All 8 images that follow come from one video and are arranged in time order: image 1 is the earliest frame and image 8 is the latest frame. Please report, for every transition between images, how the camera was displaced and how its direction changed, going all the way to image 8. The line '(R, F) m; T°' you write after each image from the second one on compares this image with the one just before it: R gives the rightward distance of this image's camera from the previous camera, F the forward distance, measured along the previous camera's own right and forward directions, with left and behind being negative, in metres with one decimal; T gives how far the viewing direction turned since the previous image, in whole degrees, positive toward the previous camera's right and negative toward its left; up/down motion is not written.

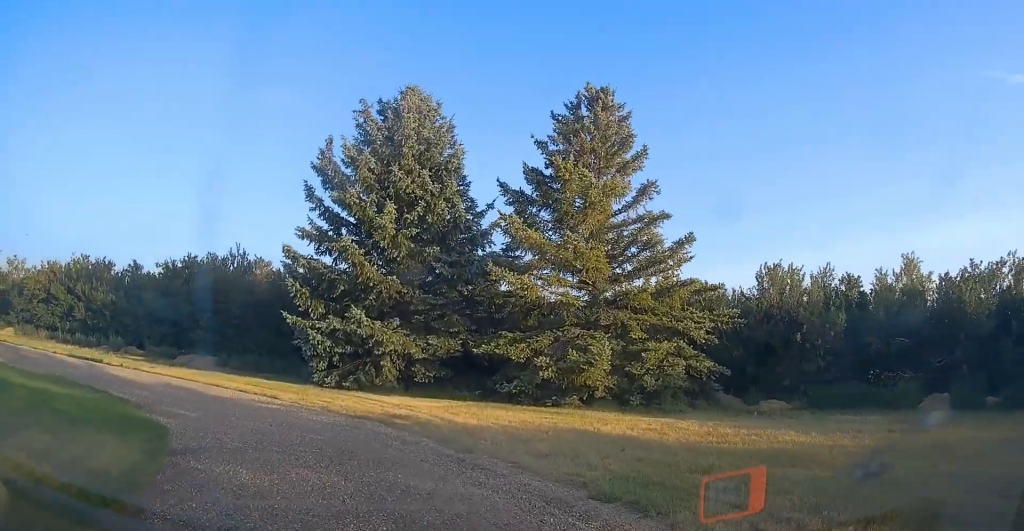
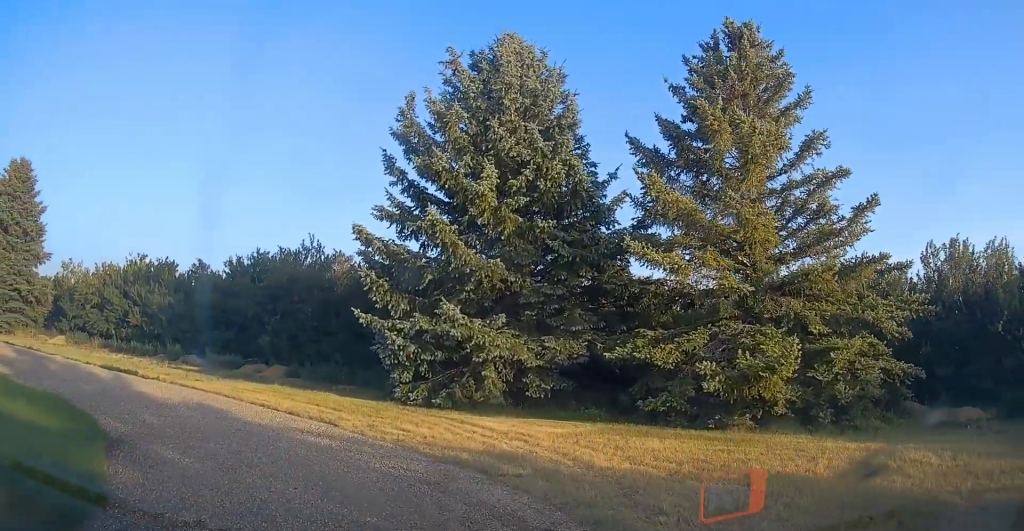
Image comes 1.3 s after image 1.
(-0.6, +4.8) m; -13°
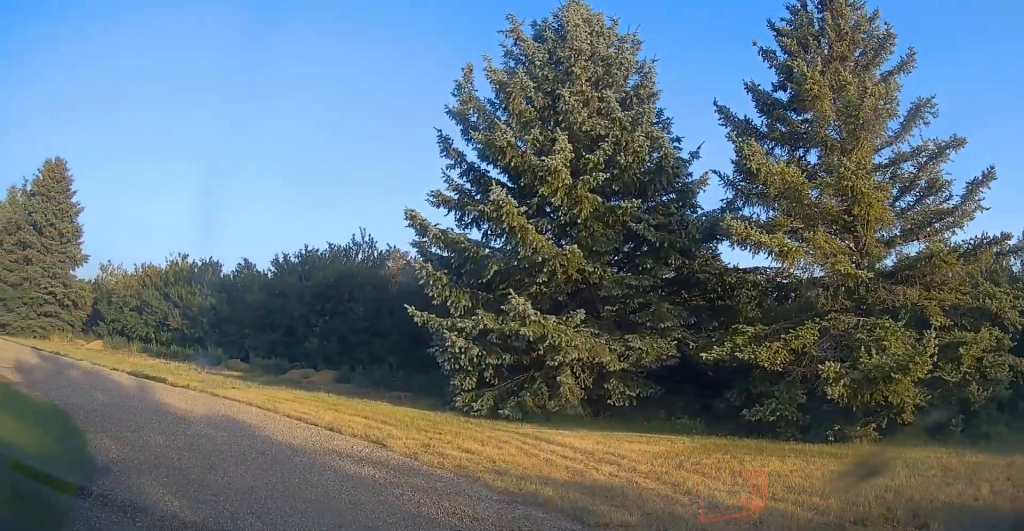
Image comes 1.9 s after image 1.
(+0.1, +2.2) m; -7°
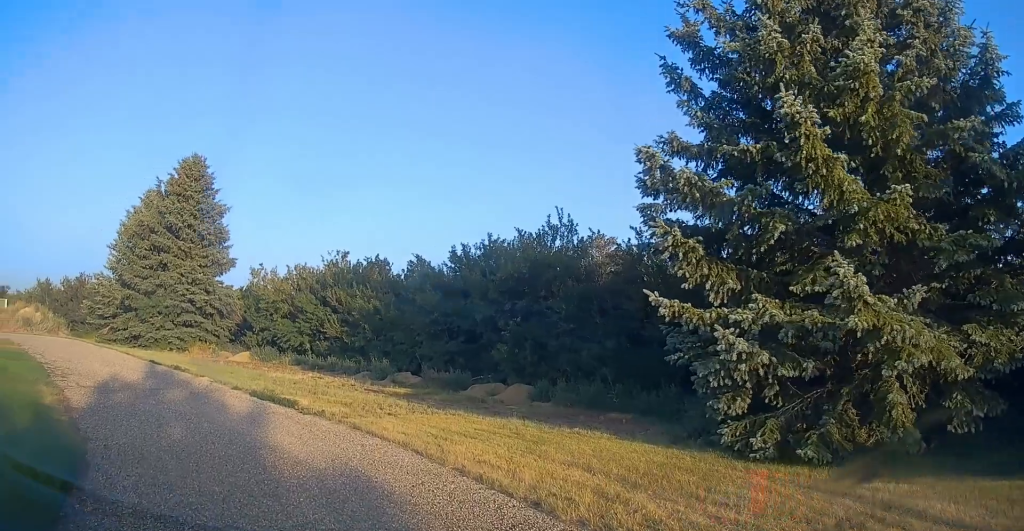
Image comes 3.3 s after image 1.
(-0.9, +5.0) m; -12°
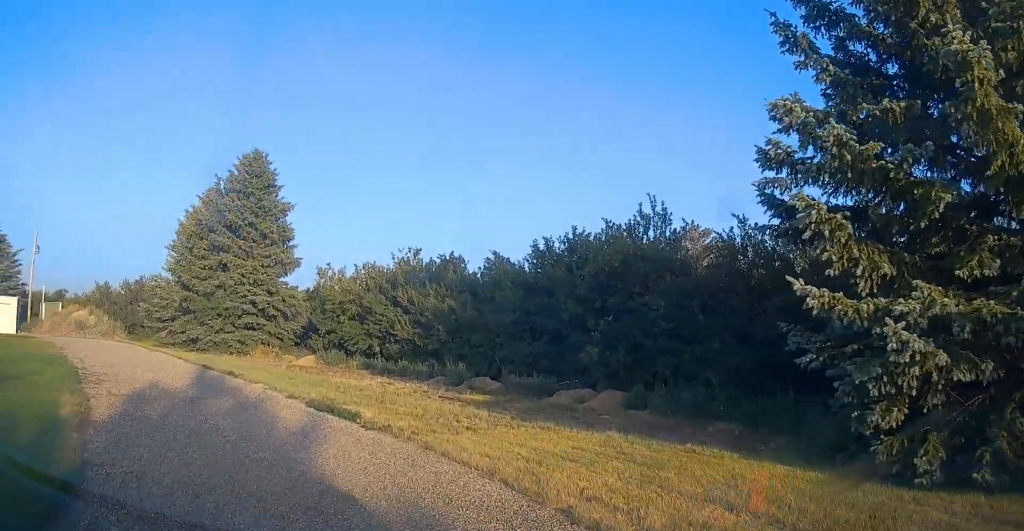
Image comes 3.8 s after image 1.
(0.0, +1.8) m; -1°
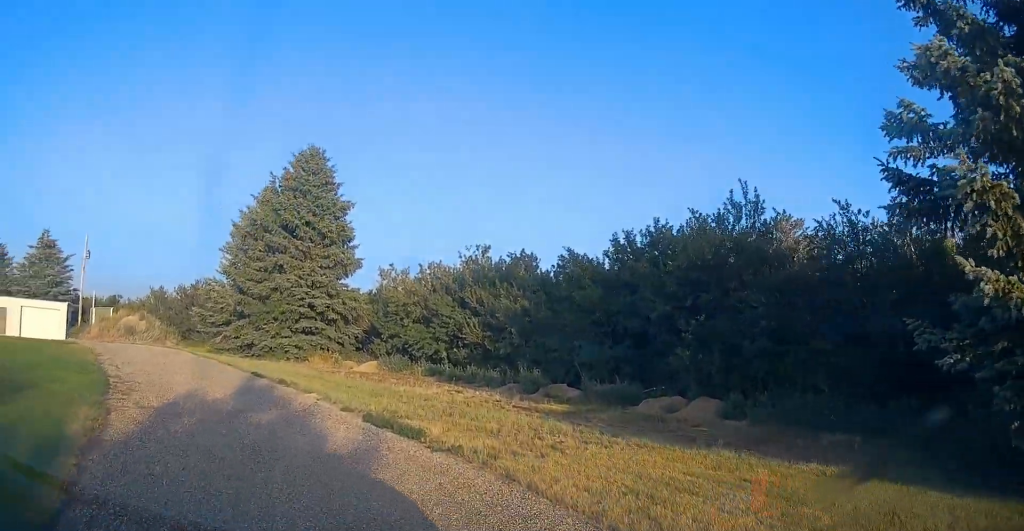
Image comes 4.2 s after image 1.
(0.0, +1.7) m; -10°
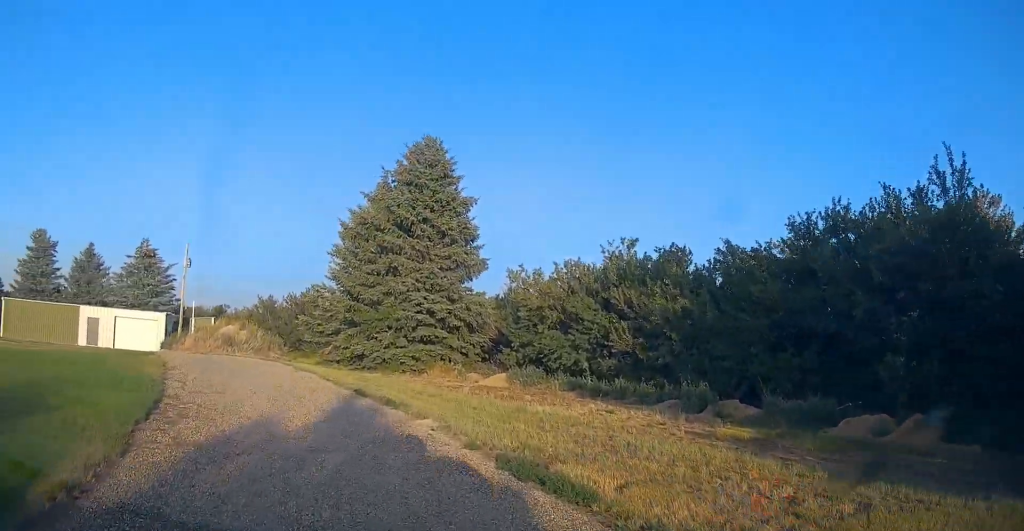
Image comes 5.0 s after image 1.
(-0.3, +3.1) m; -18°
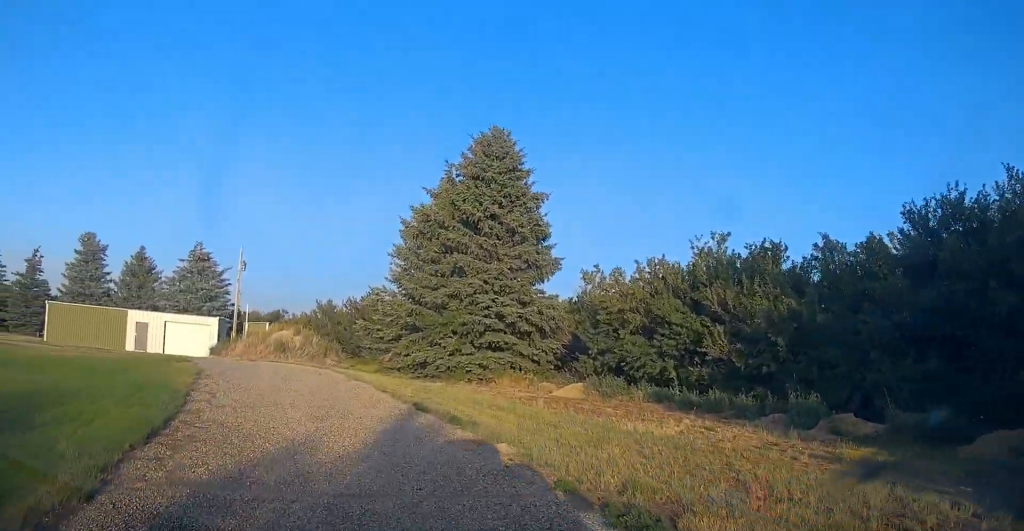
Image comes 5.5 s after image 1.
(-0.5, +2.0) m; -9°
